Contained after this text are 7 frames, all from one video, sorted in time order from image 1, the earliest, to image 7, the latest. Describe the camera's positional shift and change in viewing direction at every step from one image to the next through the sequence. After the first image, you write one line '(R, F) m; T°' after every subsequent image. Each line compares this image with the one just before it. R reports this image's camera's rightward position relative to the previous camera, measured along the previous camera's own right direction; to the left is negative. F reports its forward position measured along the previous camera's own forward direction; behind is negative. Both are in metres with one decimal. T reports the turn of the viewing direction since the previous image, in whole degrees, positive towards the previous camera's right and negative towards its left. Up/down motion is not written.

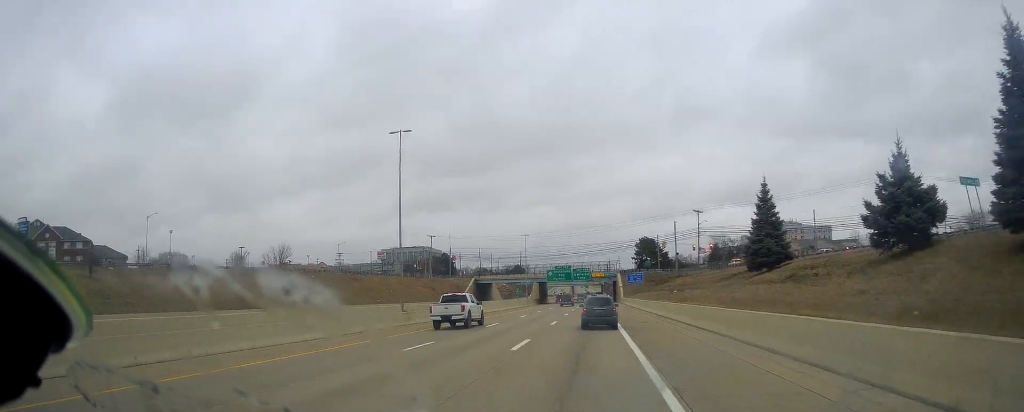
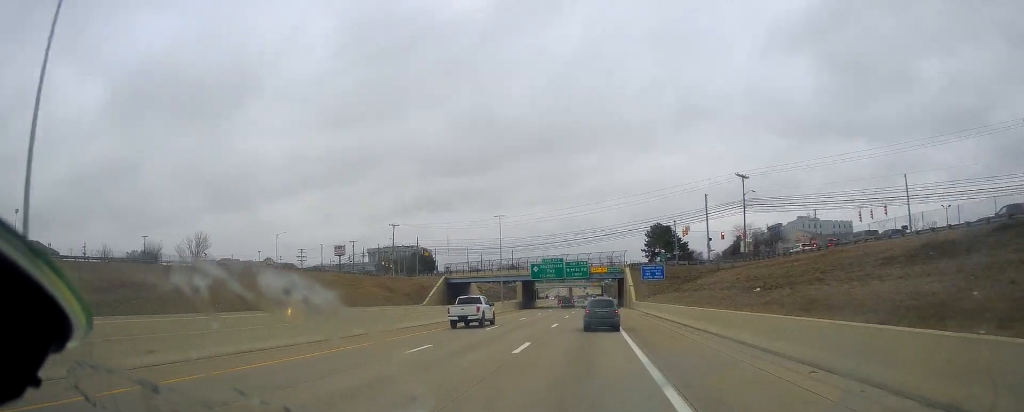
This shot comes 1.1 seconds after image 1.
(-0.5, +31.0) m; -1°
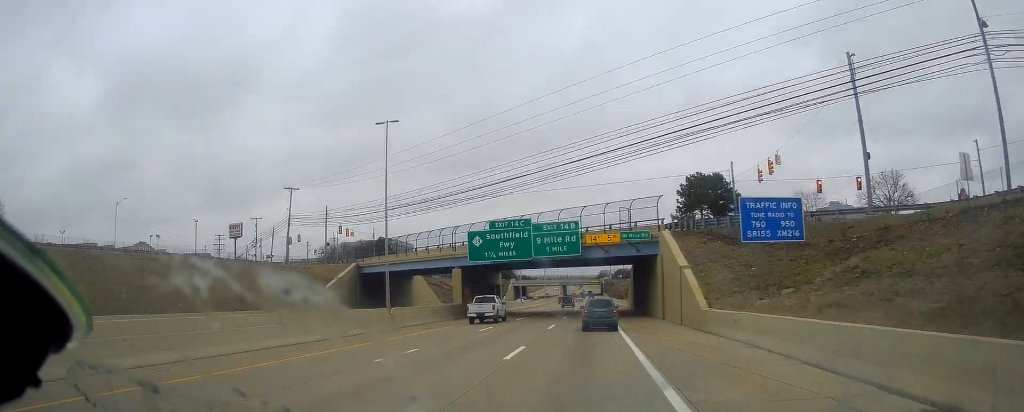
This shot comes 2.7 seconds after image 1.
(+0.2, +47.3) m; -1°
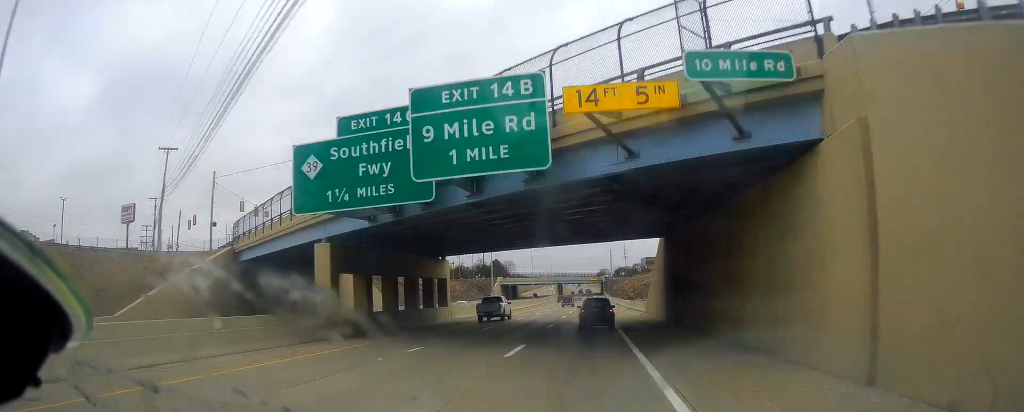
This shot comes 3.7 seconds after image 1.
(-0.6, +29.7) m; +1°
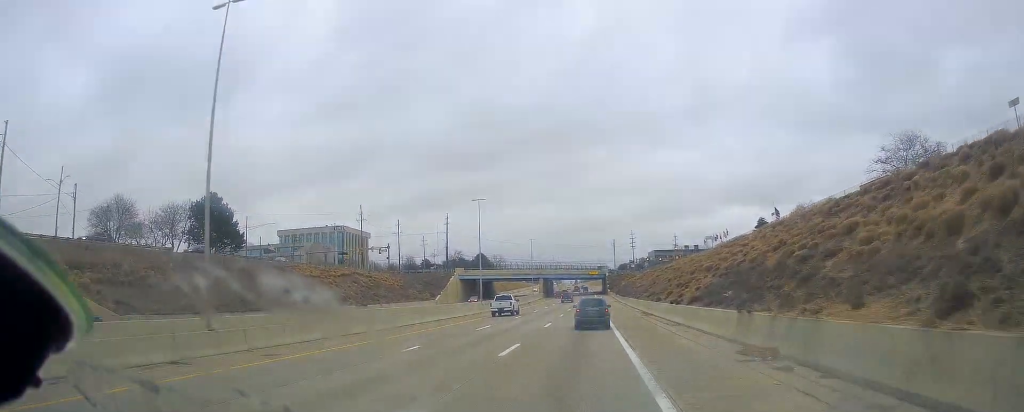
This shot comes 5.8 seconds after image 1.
(+1.3, +60.3) m; +1°
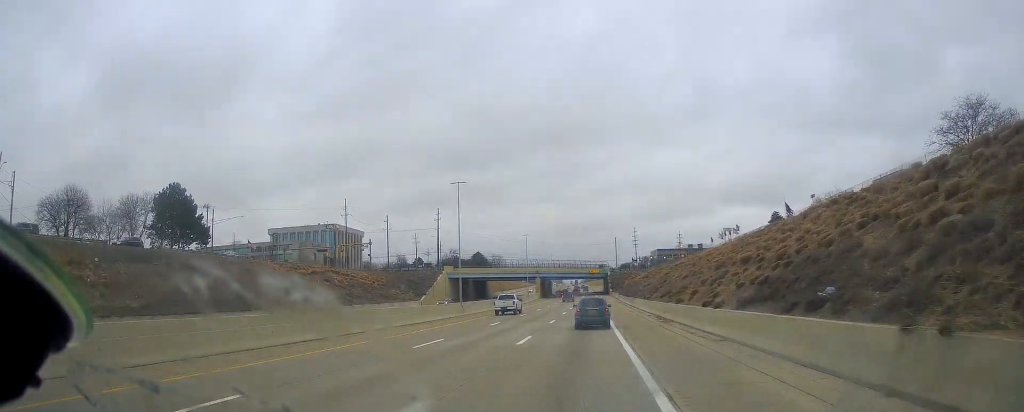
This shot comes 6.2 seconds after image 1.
(0.0, +11.5) m; 0°
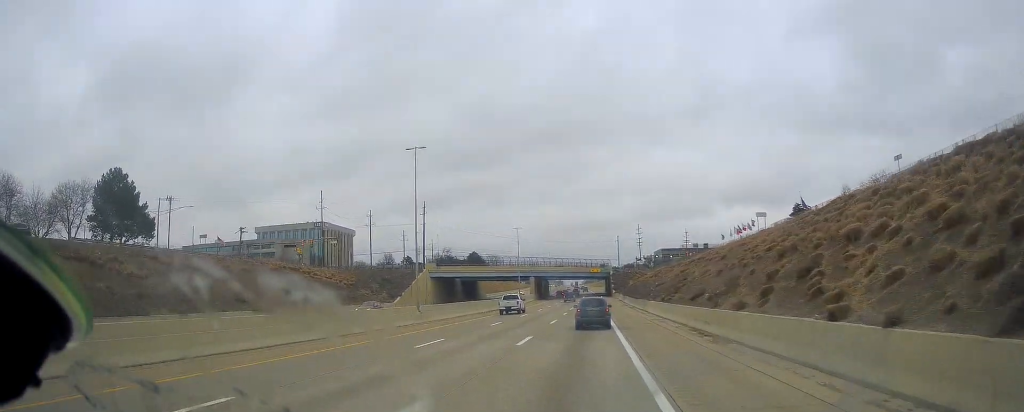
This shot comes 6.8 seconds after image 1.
(0.0, +15.4) m; 0°
